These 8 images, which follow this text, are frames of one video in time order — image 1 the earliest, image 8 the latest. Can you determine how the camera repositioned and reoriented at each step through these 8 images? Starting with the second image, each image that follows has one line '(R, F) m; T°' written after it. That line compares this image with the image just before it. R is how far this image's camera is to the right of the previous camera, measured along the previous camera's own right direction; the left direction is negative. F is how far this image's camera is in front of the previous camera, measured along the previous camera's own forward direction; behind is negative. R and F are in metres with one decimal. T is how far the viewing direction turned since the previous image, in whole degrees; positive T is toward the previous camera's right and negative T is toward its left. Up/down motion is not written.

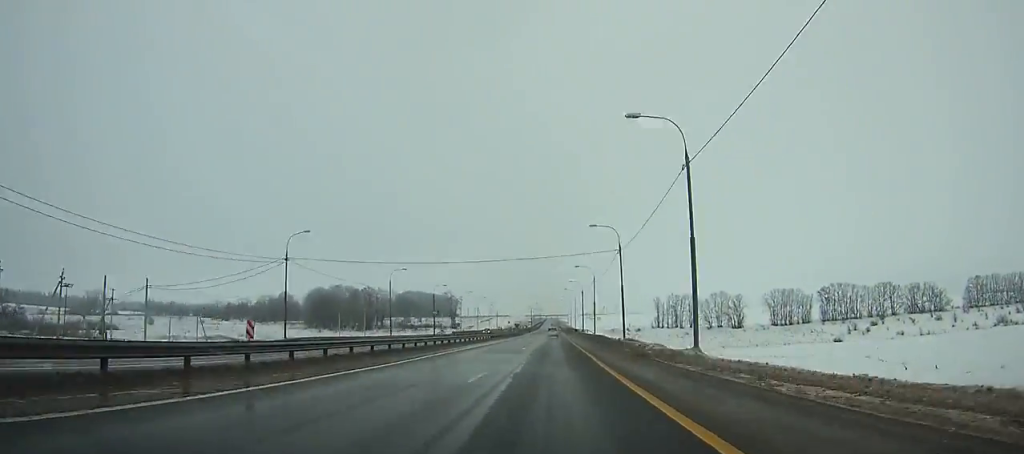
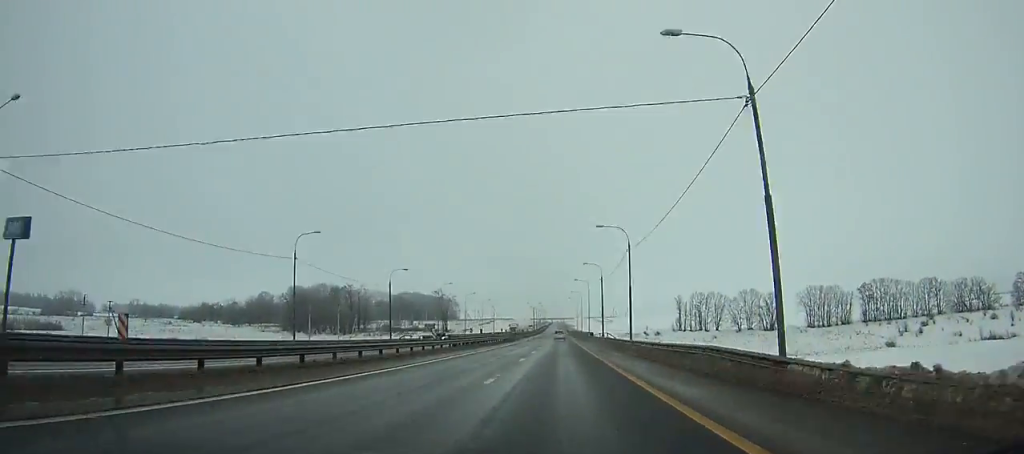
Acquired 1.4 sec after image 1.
(+0.1, +35.8) m; 0°
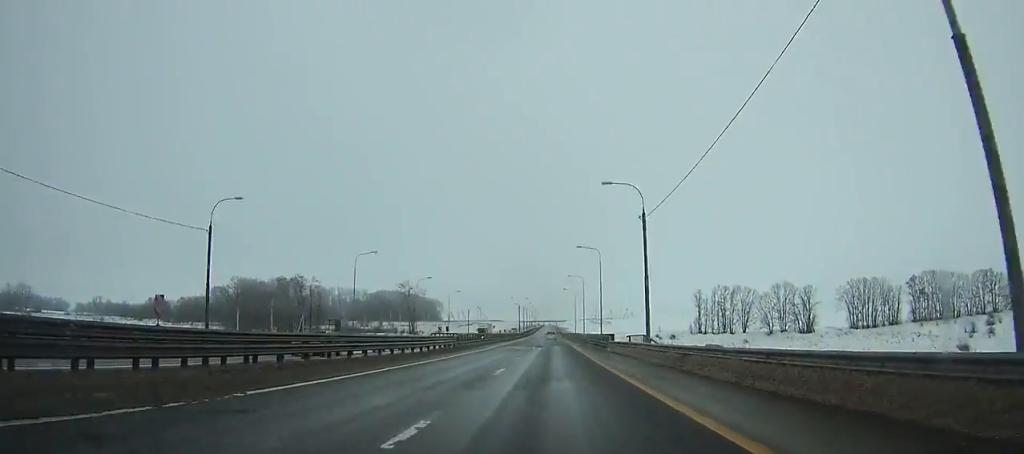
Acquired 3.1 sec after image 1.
(+0.1, +43.6) m; 0°
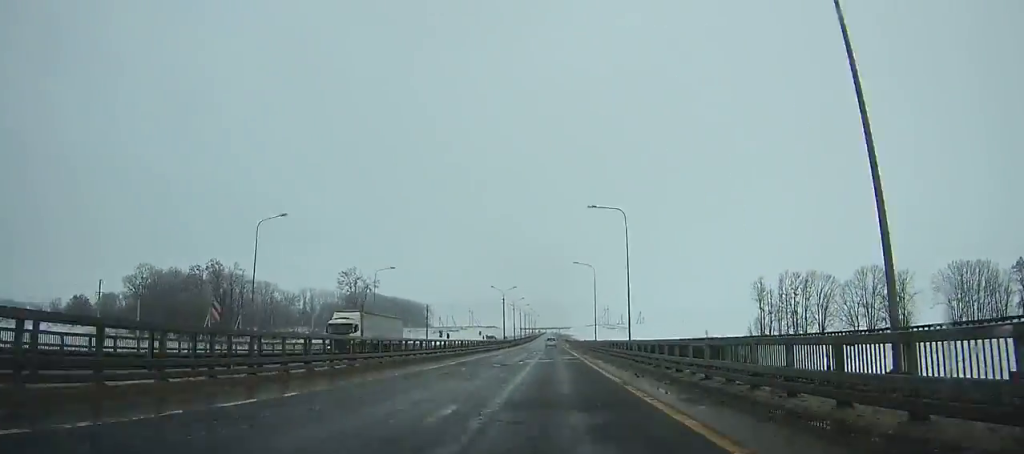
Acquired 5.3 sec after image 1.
(+0.1, +56.9) m; 0°
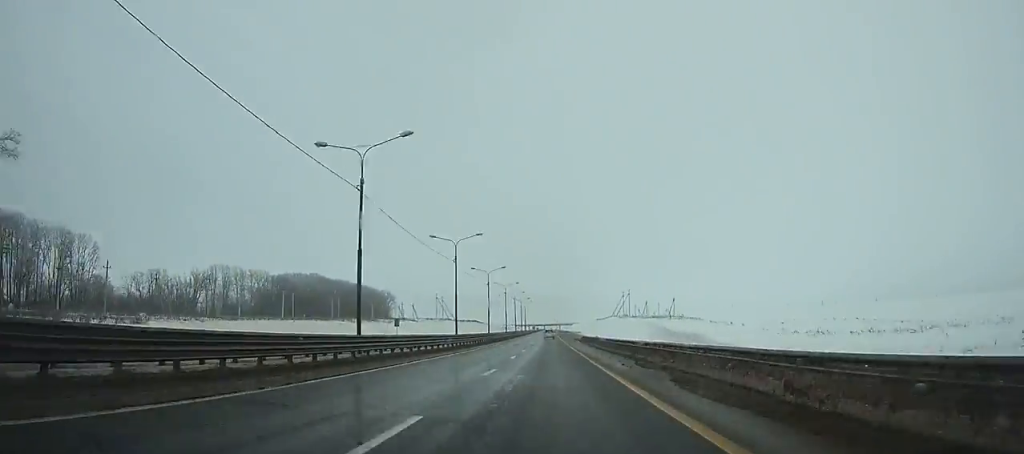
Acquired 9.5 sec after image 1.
(-0.1, +108.9) m; 0°
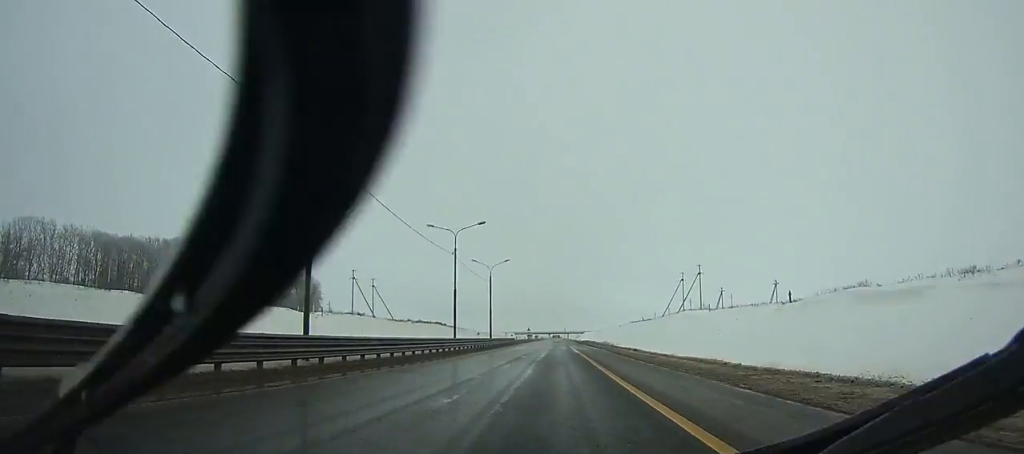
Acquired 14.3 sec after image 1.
(-0.4, +125.7) m; 0°
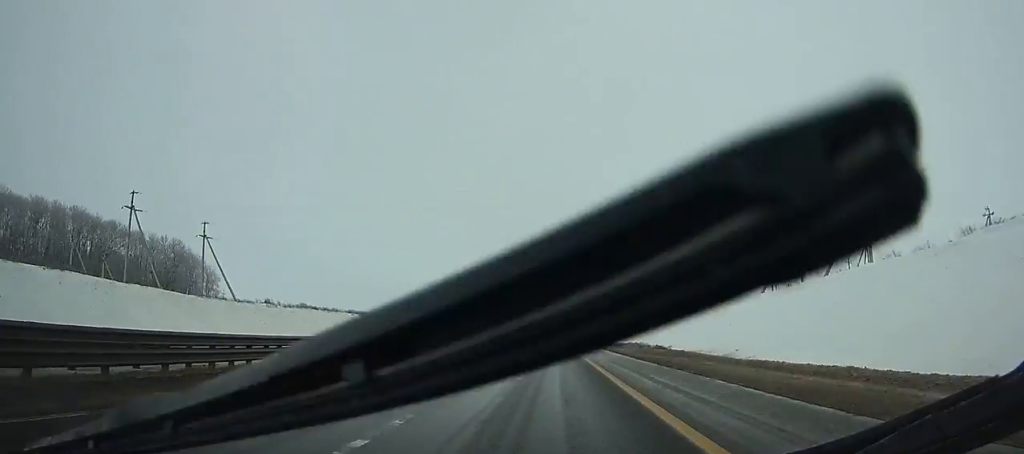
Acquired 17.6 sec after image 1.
(+0.1, +87.5) m; 0°
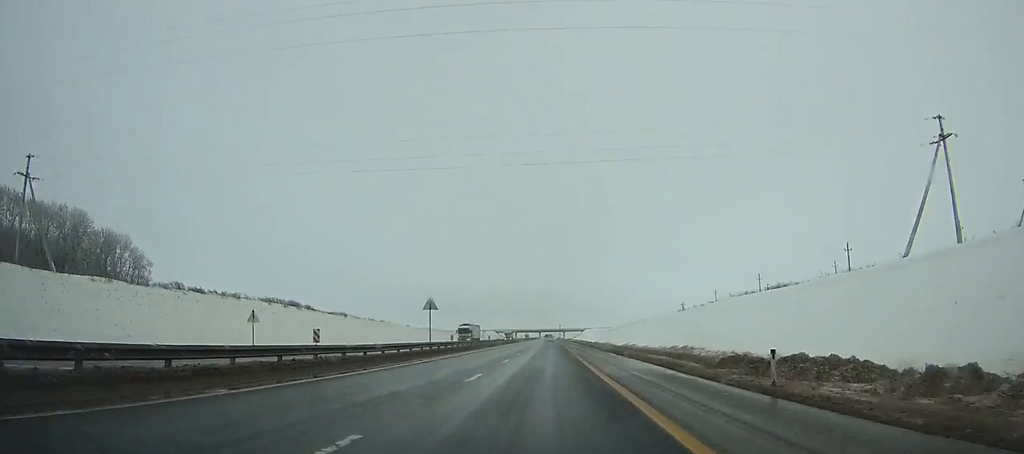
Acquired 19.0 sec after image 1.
(0.0, +37.5) m; 0°
